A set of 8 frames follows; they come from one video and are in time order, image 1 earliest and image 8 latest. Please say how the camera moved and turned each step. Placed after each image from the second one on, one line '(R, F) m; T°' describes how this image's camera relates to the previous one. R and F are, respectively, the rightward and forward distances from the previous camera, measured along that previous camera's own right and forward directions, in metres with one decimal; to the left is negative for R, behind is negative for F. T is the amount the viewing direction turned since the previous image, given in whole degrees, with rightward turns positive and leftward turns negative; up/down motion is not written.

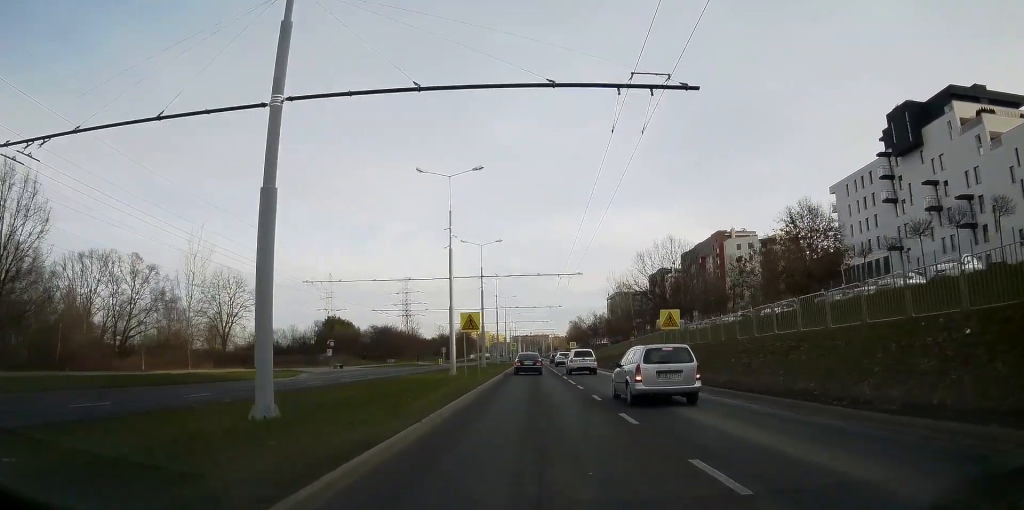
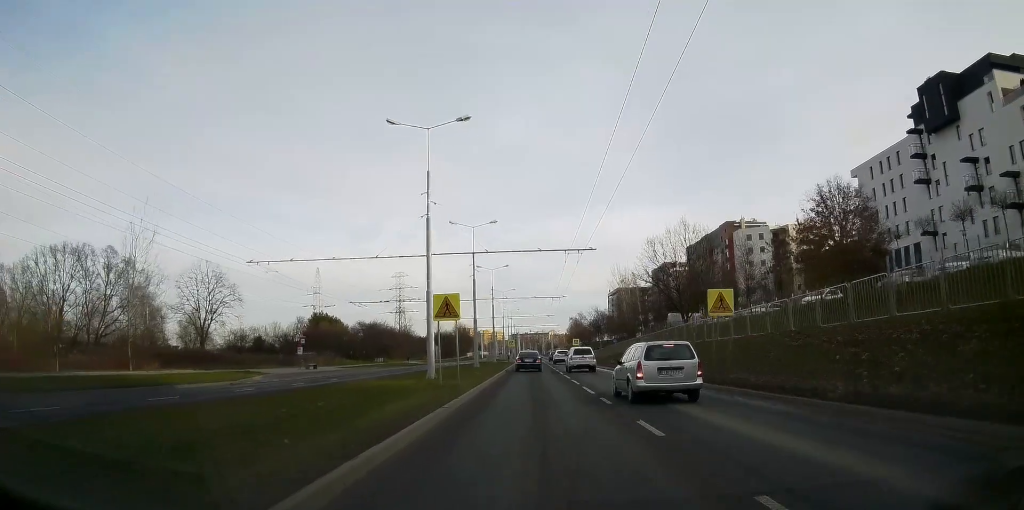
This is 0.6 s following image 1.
(+0.1, +8.3) m; 0°
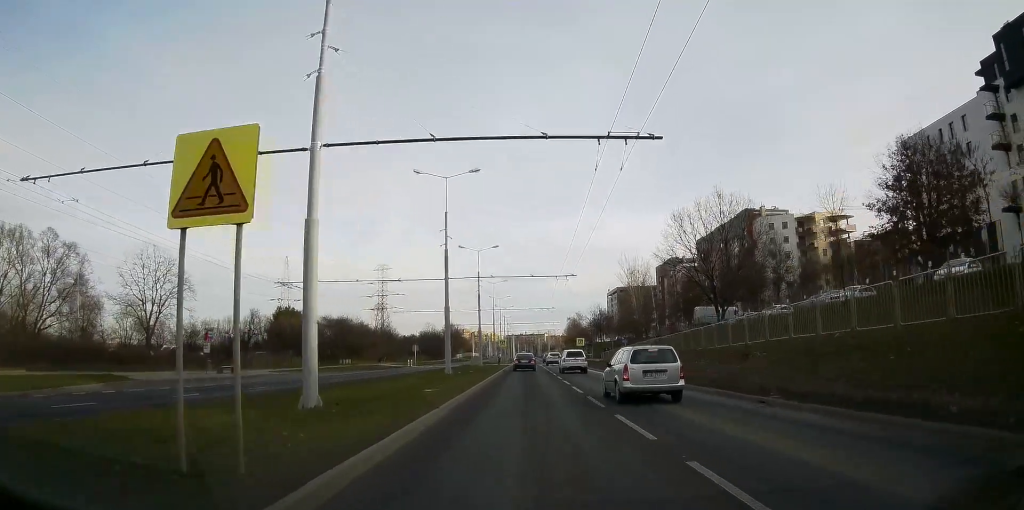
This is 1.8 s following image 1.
(-0.1, +16.7) m; -1°
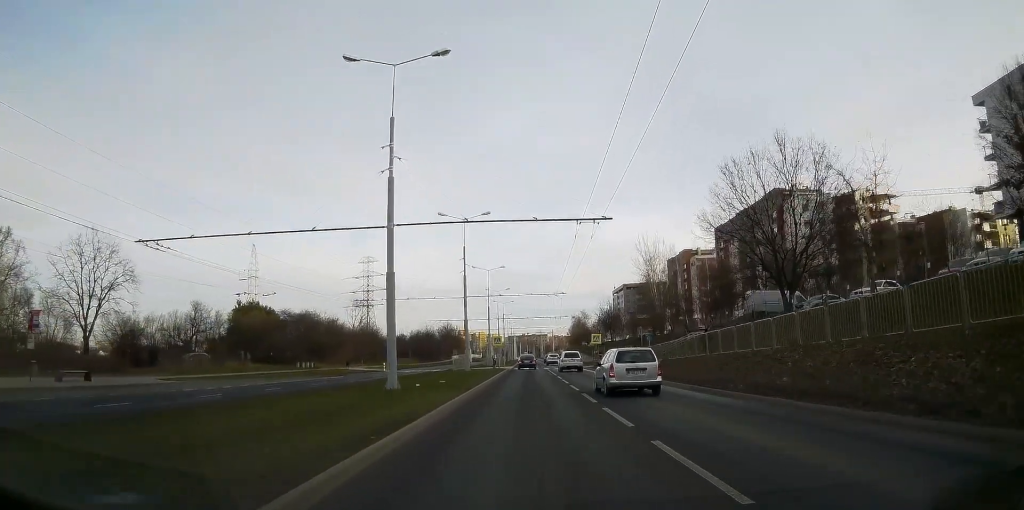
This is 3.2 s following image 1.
(+0.2, +16.5) m; +3°
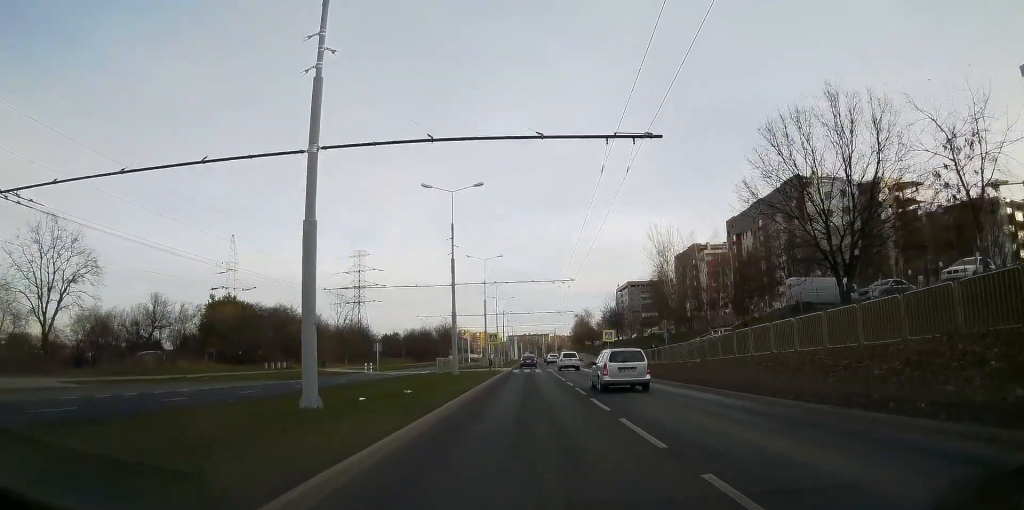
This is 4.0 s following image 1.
(+0.5, +8.7) m; -1°
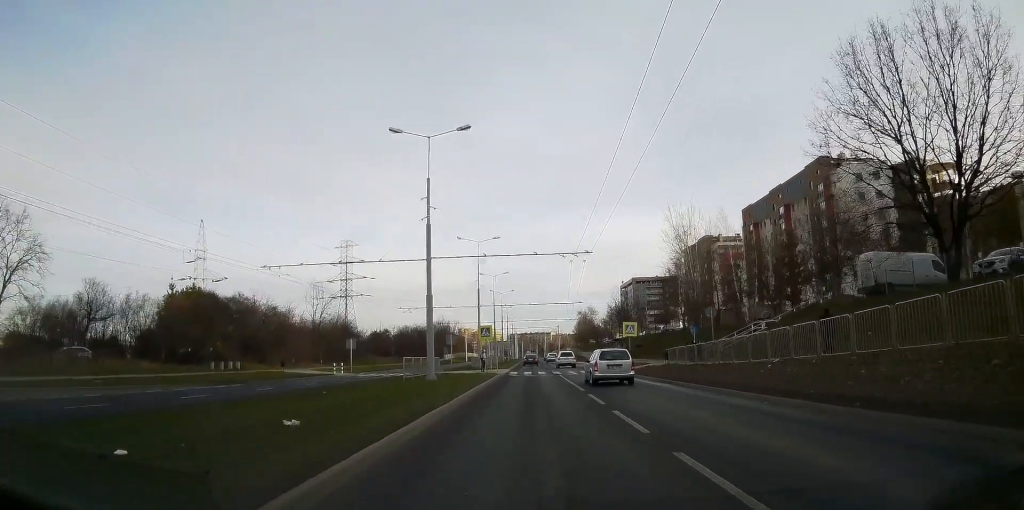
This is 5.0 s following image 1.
(-0.8, +10.6) m; -1°
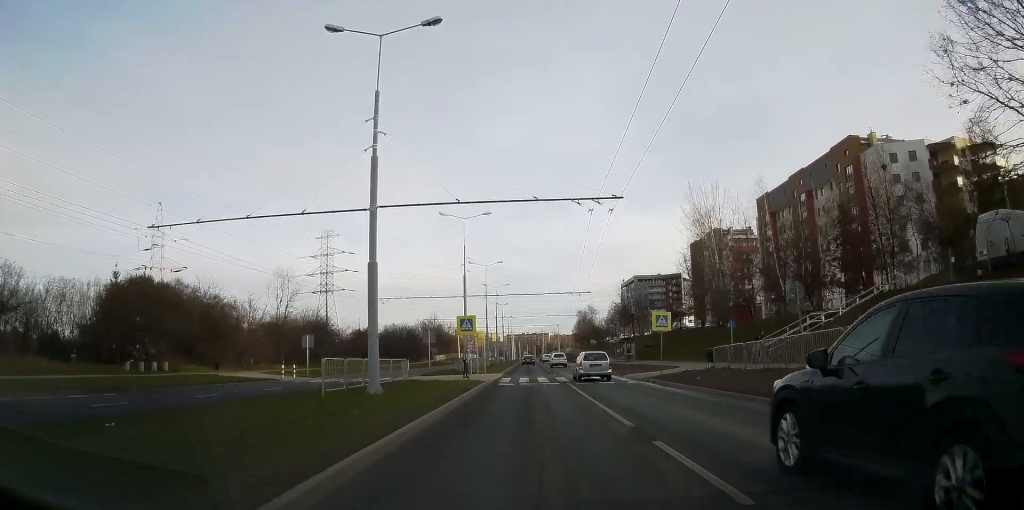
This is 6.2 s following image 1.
(+0.4, +10.9) m; +1°
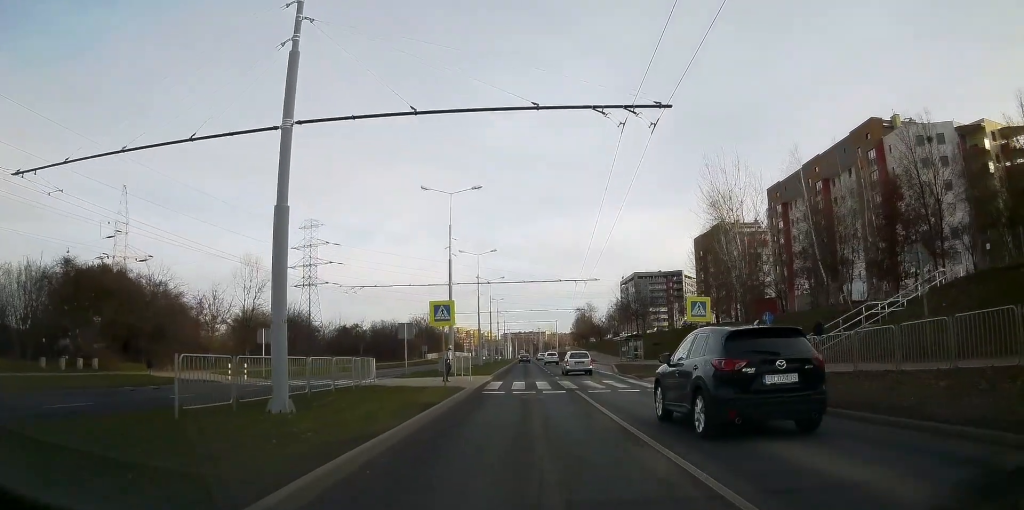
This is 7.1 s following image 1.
(-0.2, +7.7) m; -1°
